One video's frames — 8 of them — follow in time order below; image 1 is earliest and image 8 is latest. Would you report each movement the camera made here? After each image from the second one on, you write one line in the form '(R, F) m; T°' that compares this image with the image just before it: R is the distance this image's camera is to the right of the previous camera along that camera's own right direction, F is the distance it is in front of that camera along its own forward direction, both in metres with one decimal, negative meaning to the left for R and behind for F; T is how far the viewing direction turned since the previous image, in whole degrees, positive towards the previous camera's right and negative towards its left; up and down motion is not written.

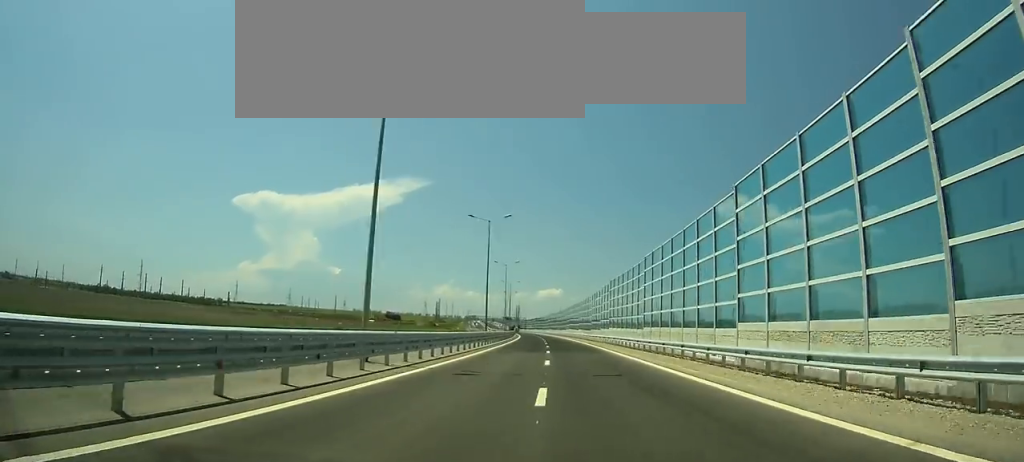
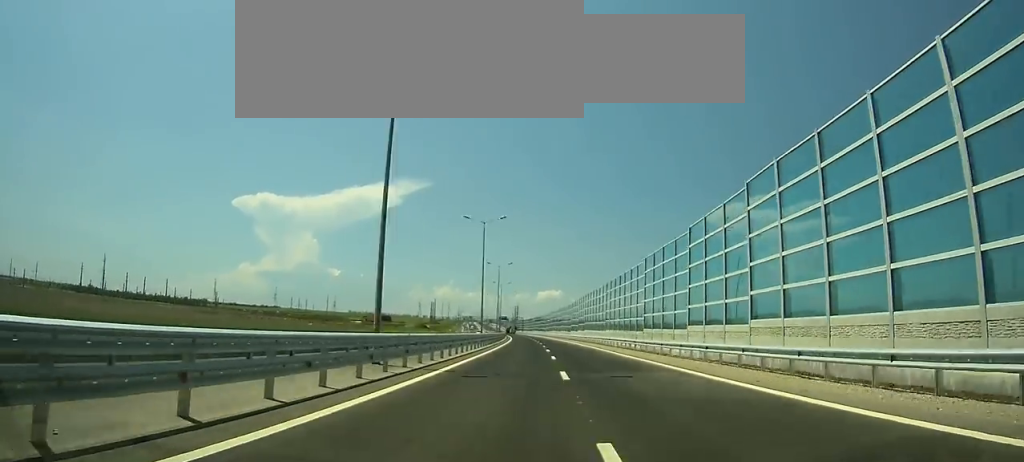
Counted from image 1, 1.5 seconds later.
(-1.2, +40.9) m; -2°
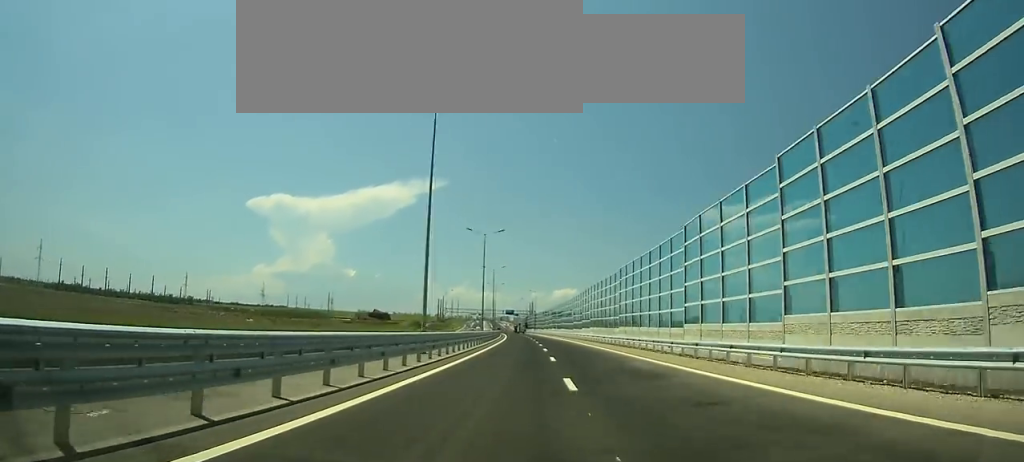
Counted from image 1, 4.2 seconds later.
(-2.3, +72.8) m; -2°
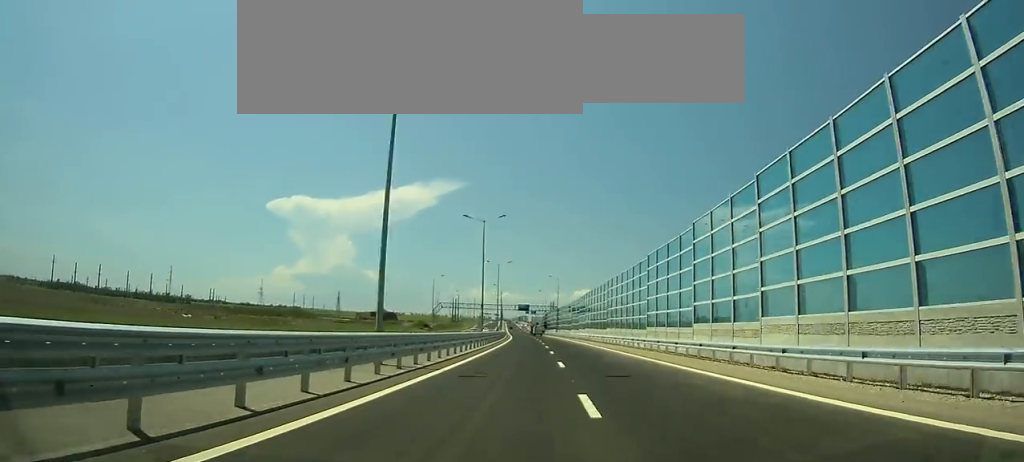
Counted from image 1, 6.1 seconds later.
(-0.7, +50.8) m; -1°
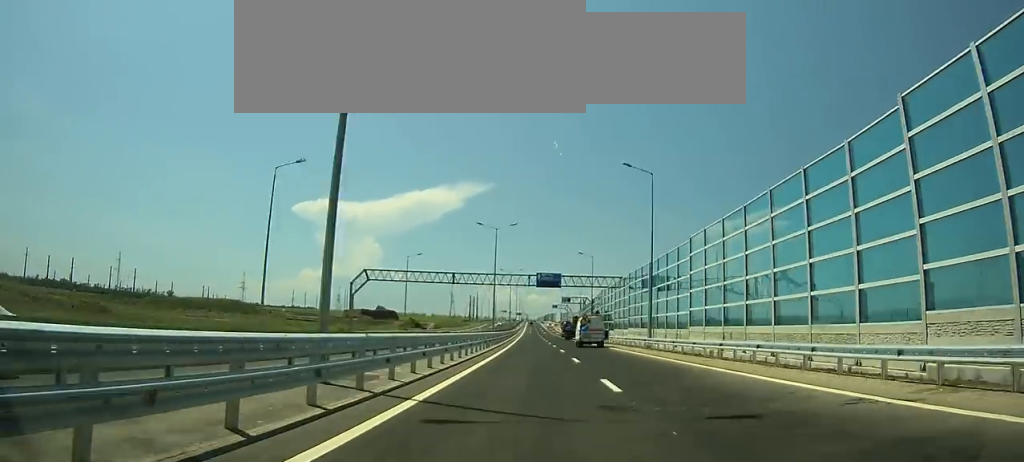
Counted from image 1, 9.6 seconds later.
(-0.1, +92.5) m; 0°
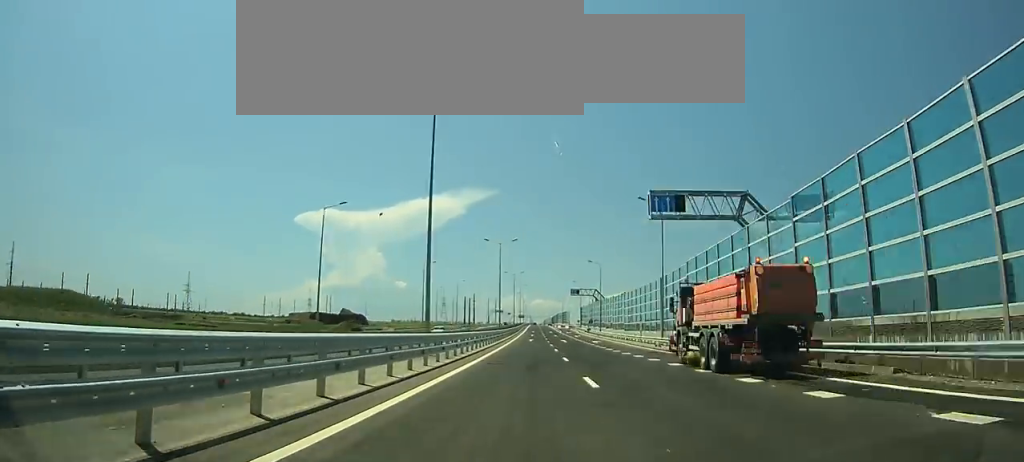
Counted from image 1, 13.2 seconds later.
(-1.3, +94.6) m; -2°
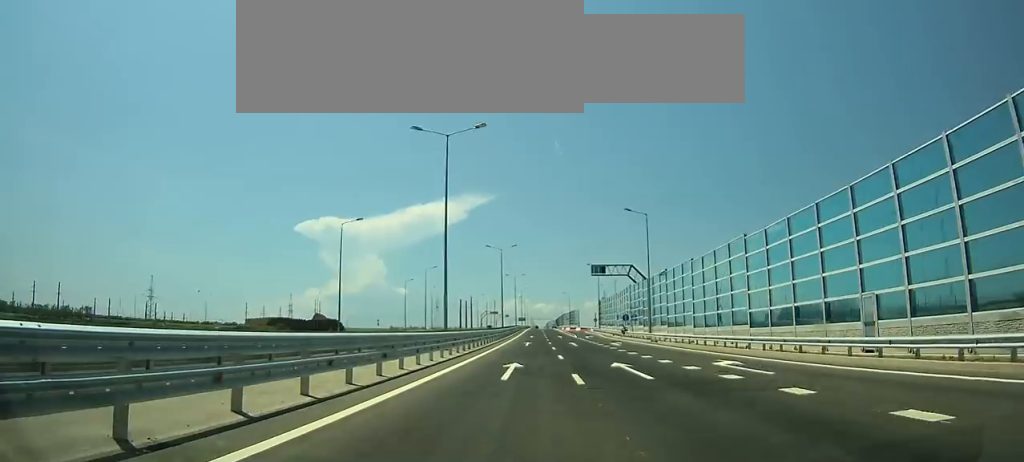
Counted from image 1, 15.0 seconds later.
(-0.5, +47.2) m; -1°
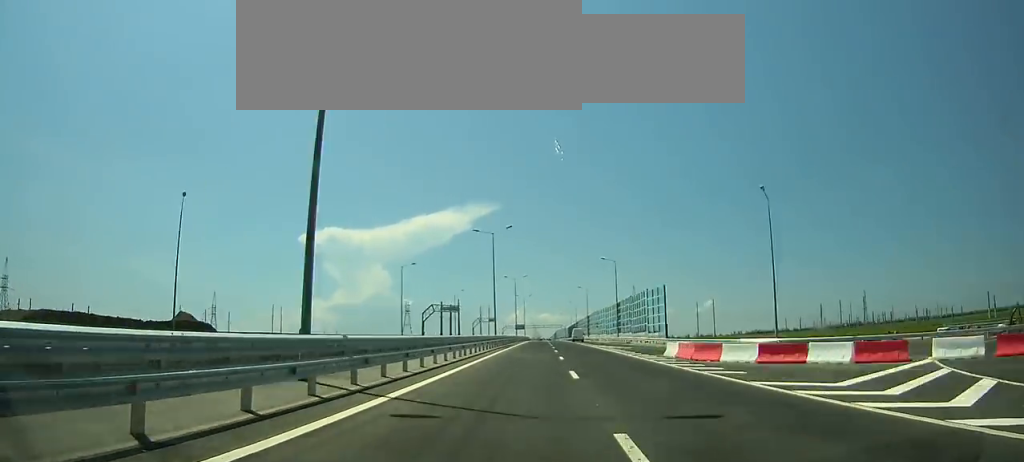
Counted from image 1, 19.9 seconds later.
(-0.3, +129.3) m; 0°
